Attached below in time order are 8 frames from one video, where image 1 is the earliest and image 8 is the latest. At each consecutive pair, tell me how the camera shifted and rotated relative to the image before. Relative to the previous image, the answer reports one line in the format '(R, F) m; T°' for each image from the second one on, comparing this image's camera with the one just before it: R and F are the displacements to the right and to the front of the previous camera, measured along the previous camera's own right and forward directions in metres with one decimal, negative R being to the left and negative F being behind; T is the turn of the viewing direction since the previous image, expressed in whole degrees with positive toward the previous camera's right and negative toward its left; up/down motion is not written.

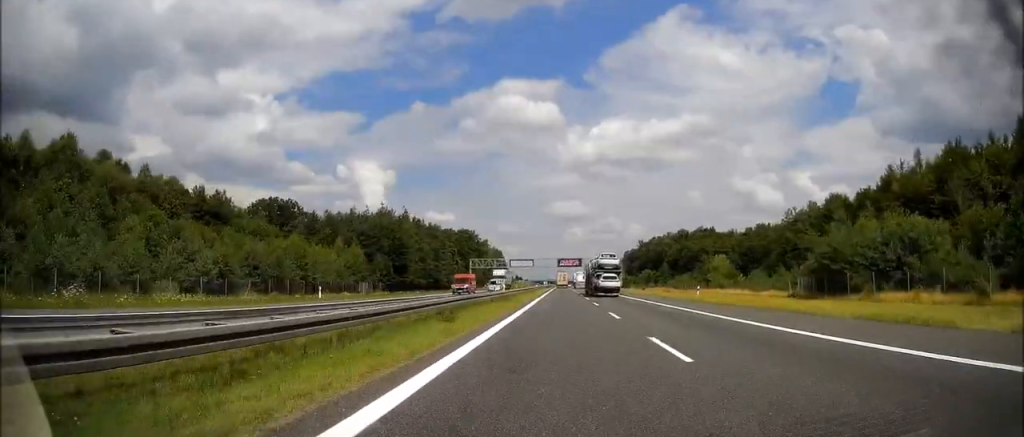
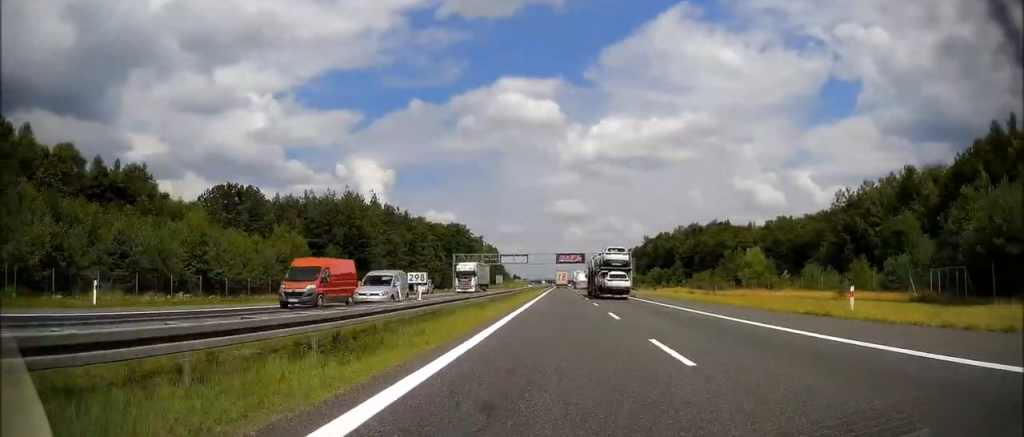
(+0.1, +24.8) m; 0°
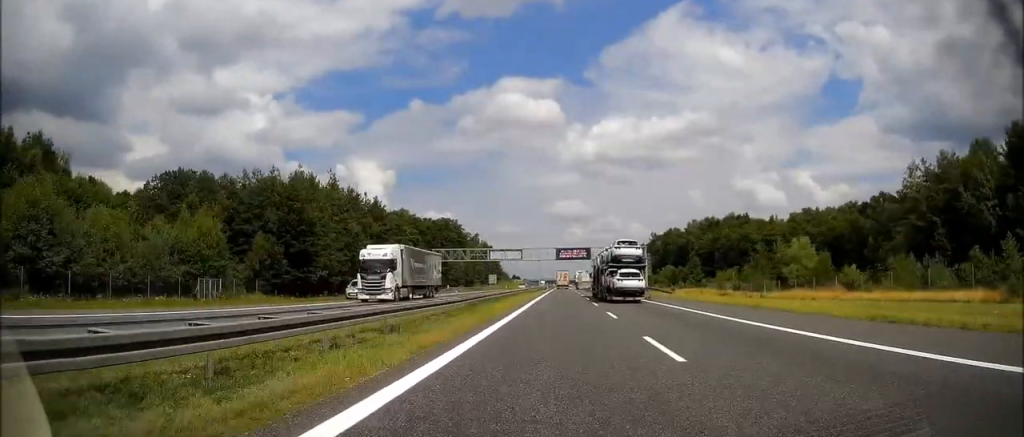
(0.0, +23.4) m; 0°
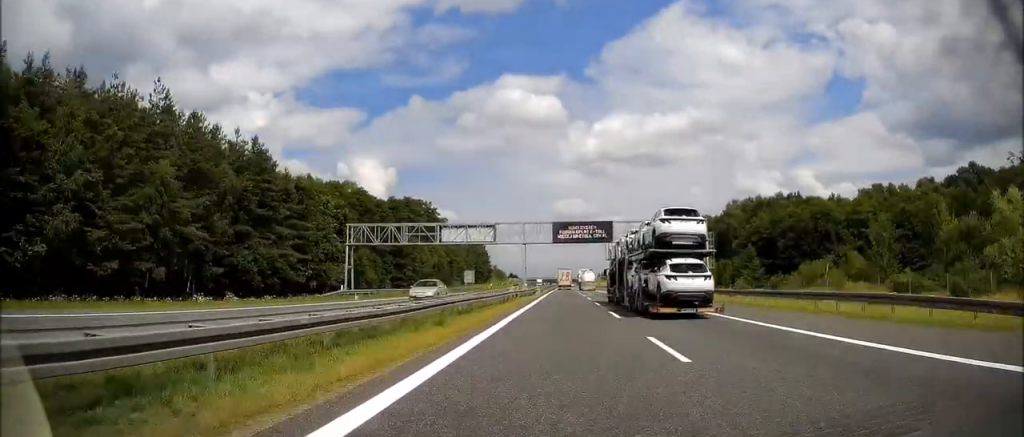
(-0.1, +47.9) m; 0°
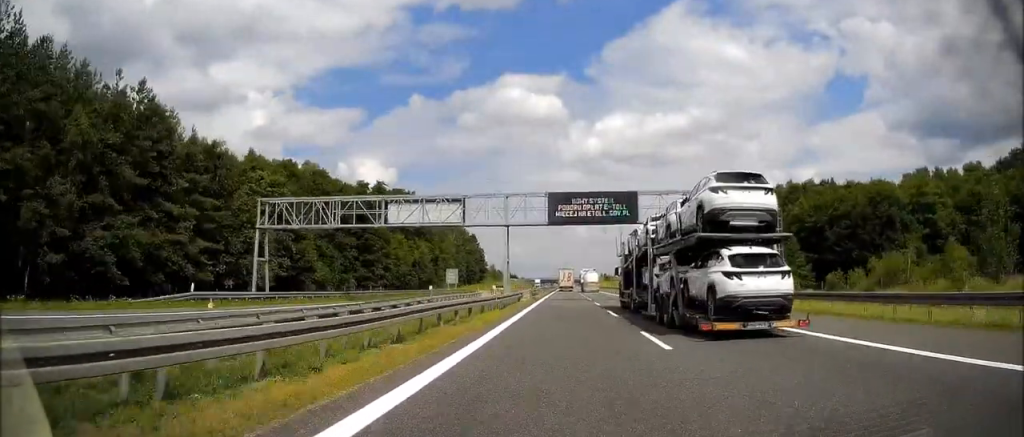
(0.0, +21.9) m; 0°
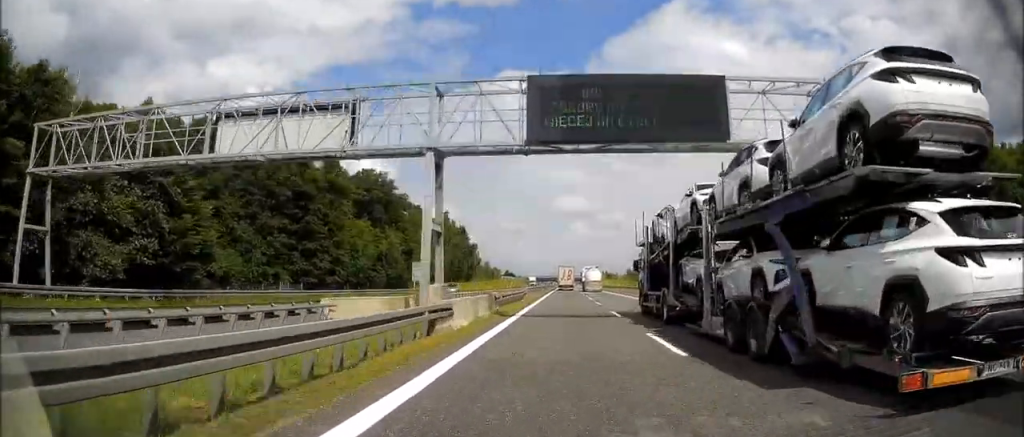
(0.0, +25.2) m; 0°
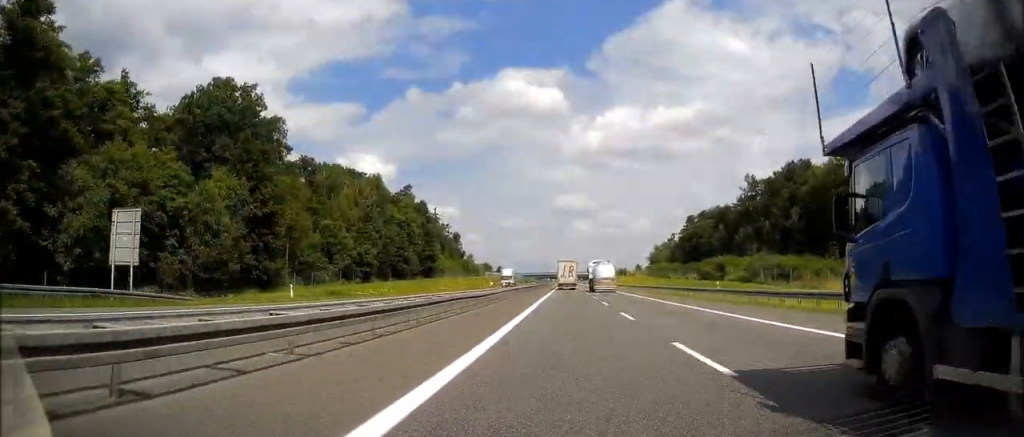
(0.0, +63.2) m; 0°
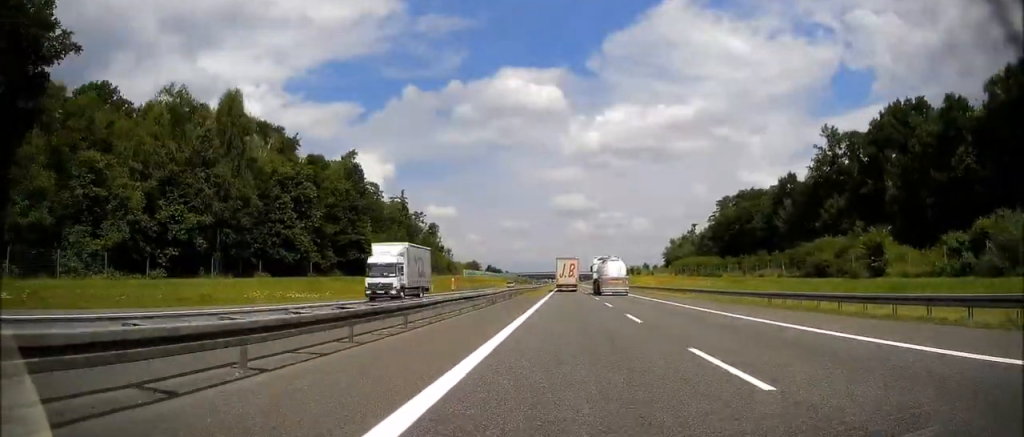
(0.0, +49.7) m; 0°
